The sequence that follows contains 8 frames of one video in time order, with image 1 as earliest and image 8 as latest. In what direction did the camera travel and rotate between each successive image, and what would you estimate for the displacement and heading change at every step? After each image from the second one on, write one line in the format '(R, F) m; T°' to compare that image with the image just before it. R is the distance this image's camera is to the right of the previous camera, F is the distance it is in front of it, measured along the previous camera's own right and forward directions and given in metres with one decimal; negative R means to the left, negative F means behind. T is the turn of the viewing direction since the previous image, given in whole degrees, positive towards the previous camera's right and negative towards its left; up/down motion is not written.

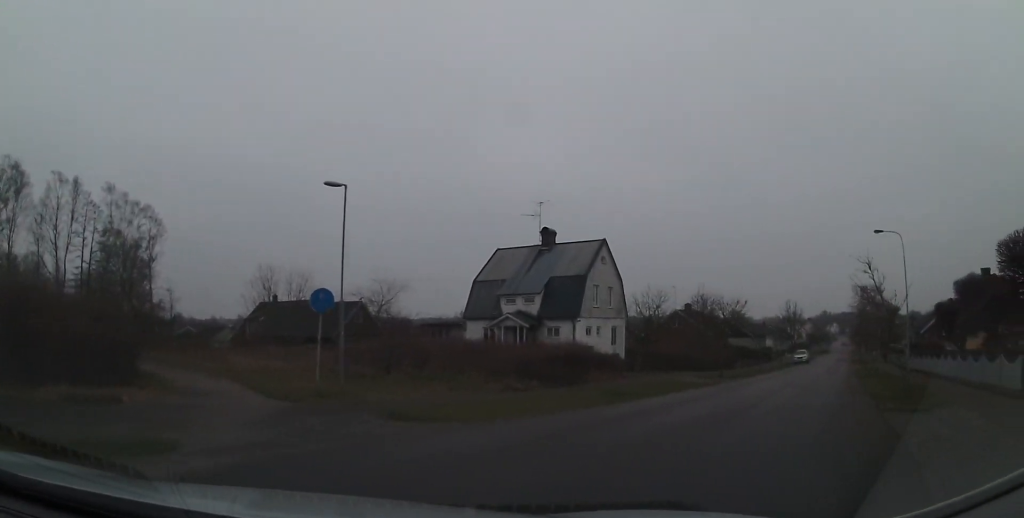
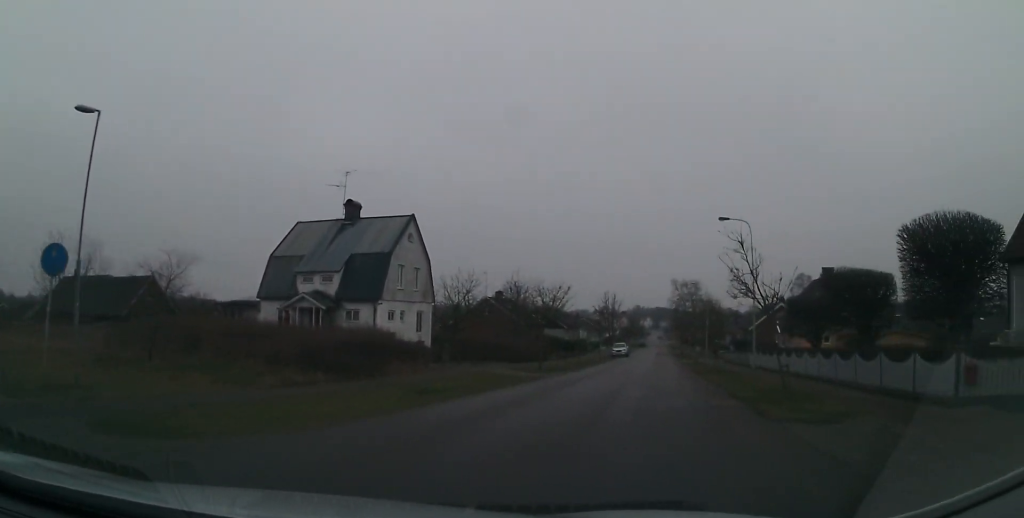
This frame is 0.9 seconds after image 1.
(-0.1, +5.2) m; +14°
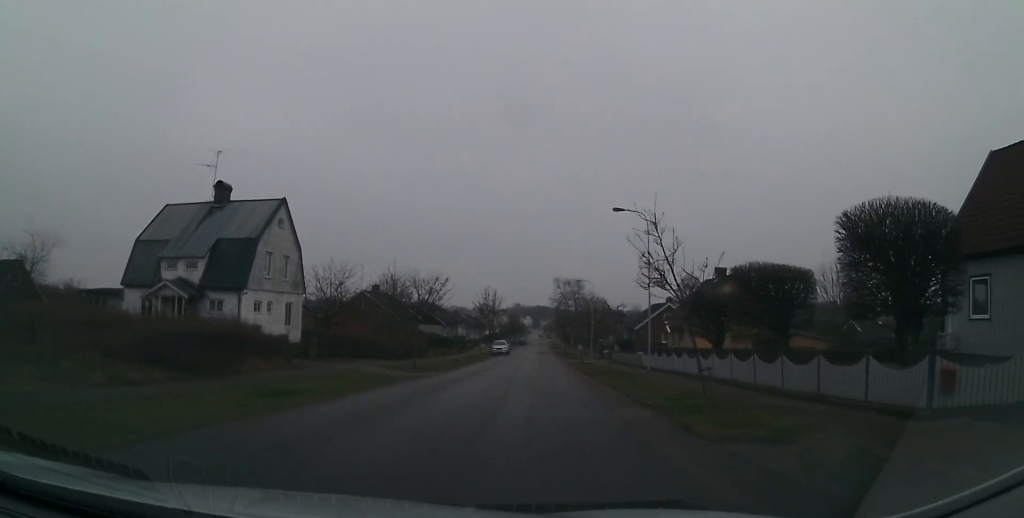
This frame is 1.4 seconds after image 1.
(-0.3, +2.7) m; +15°
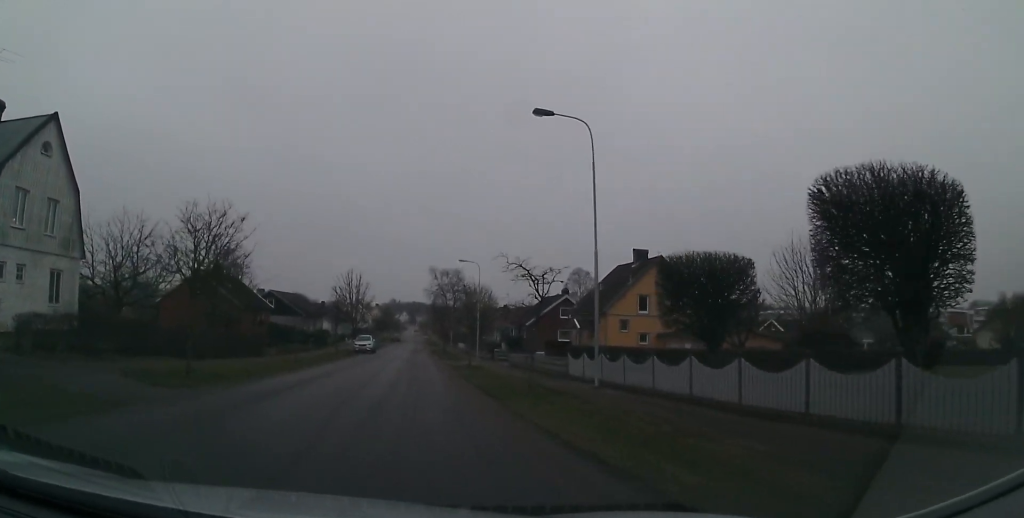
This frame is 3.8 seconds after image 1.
(+2.8, +12.1) m; +15°
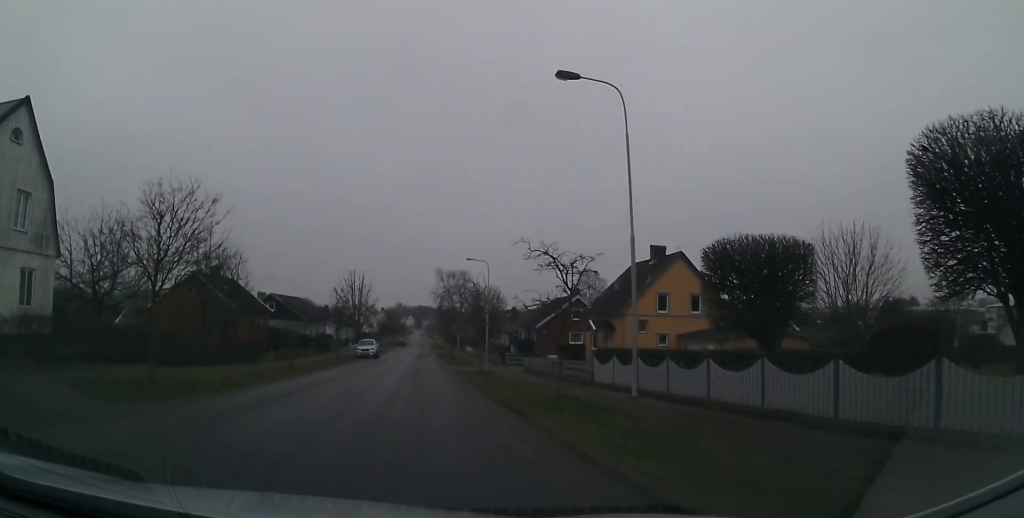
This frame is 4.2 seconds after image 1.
(+0.1, +2.7) m; +8°
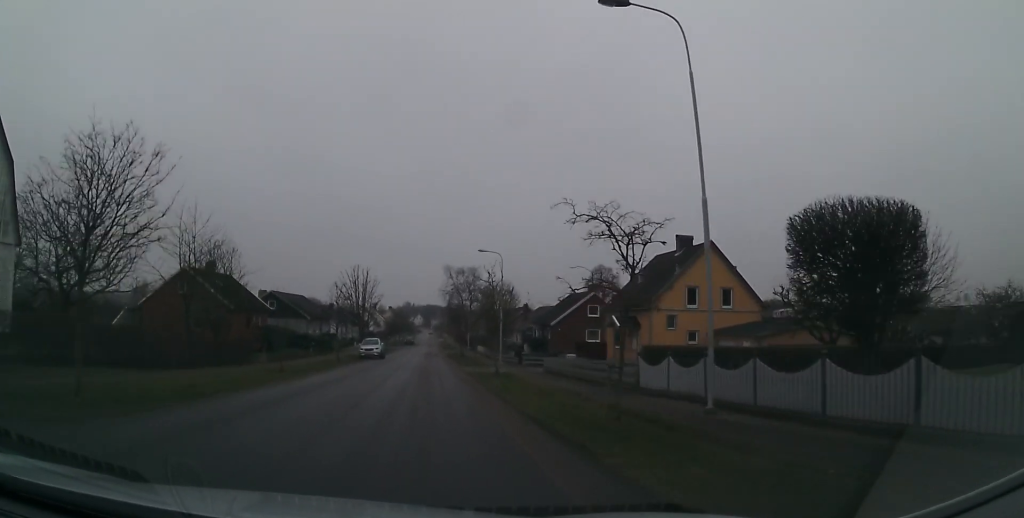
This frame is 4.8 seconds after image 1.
(+0.4, +3.4) m; +5°
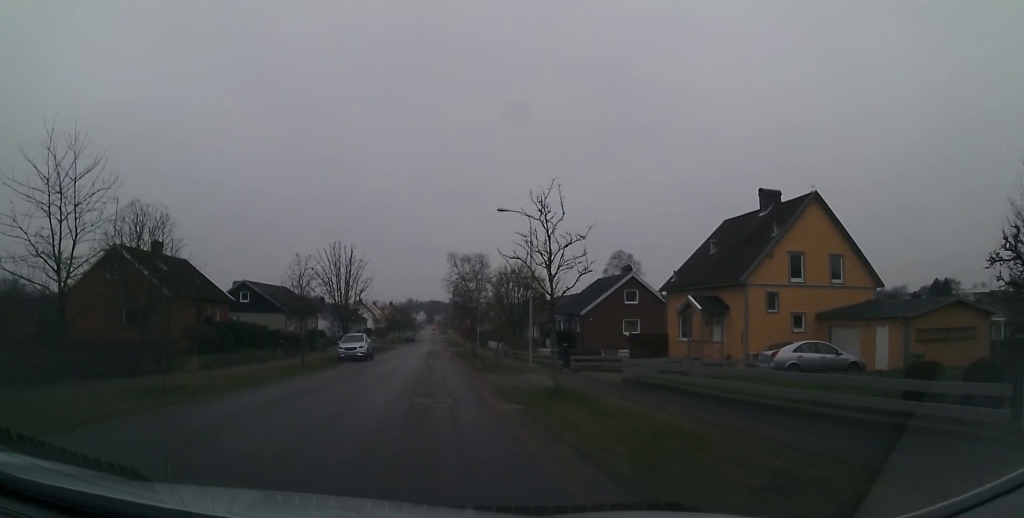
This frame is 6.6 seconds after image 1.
(+0.9, +11.1) m; +8°
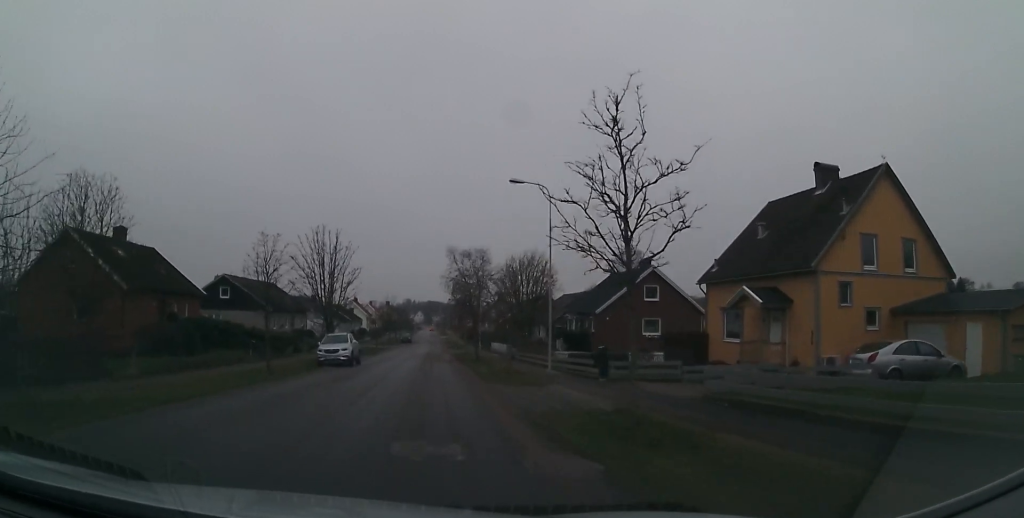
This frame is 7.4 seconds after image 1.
(+0.1, +5.0) m; +5°
